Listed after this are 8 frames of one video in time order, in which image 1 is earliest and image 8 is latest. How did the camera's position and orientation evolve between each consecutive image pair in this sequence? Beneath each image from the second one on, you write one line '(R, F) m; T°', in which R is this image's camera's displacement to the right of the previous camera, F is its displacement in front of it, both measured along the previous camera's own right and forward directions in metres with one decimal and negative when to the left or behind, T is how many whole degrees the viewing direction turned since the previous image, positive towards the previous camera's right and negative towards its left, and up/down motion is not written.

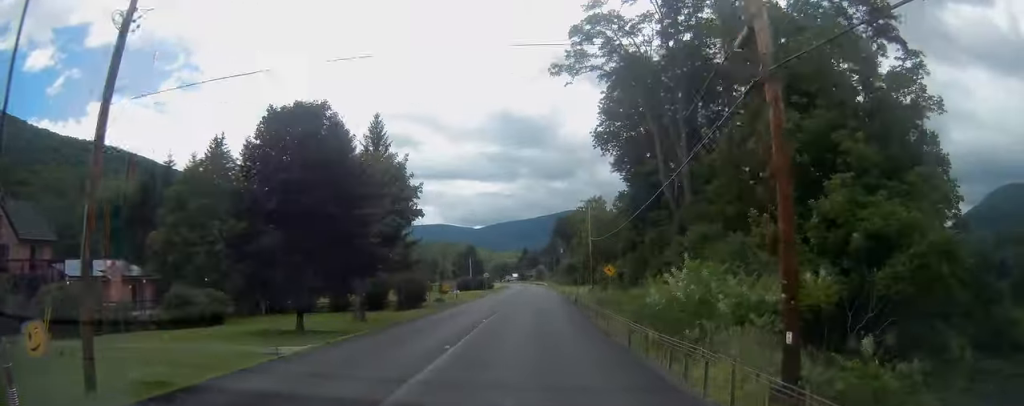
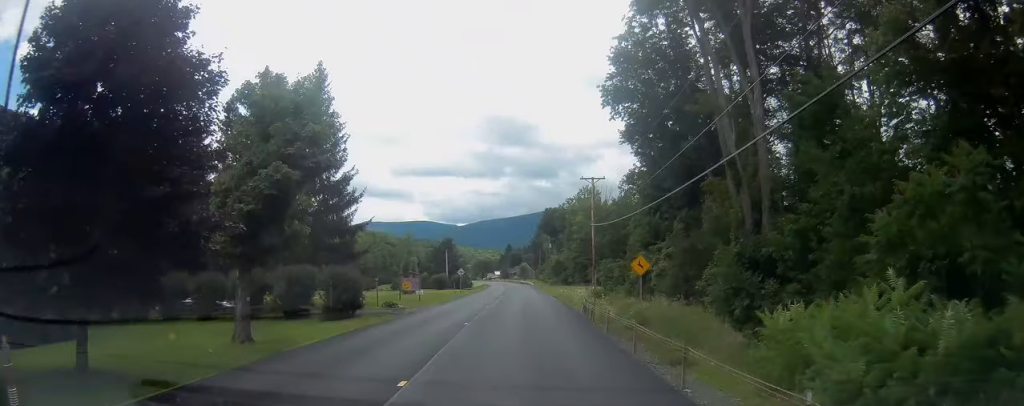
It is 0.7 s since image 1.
(+0.5, +16.1) m; +2°
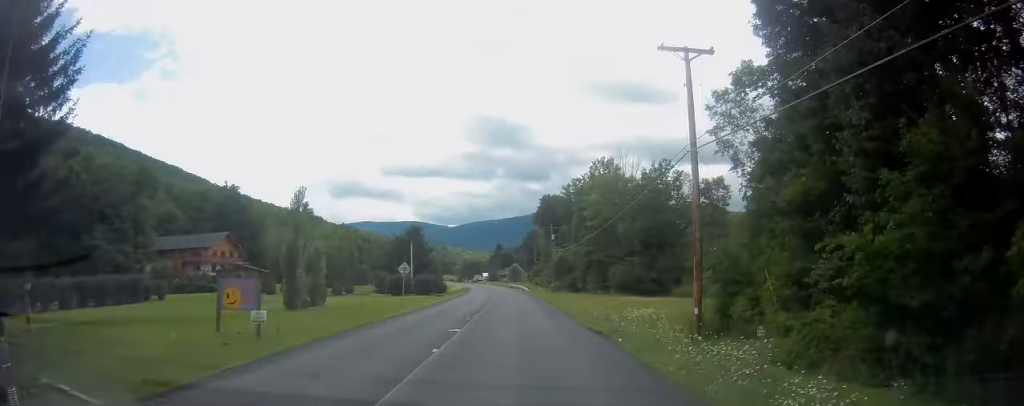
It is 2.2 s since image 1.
(+0.1, +34.1) m; 0°
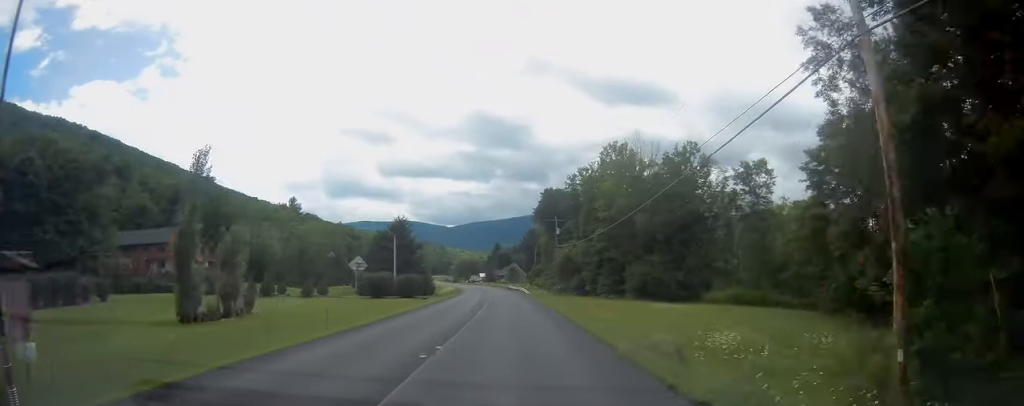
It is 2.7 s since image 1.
(-0.1, +12.5) m; 0°
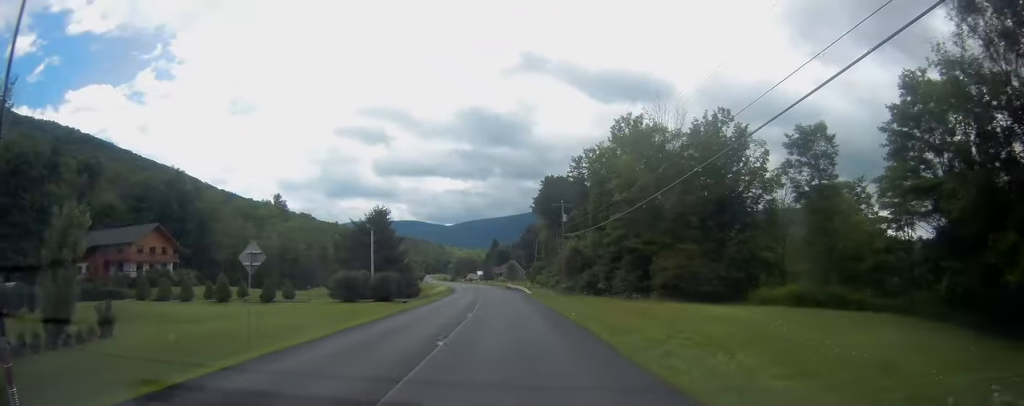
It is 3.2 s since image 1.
(+0.2, +12.6) m; 0°
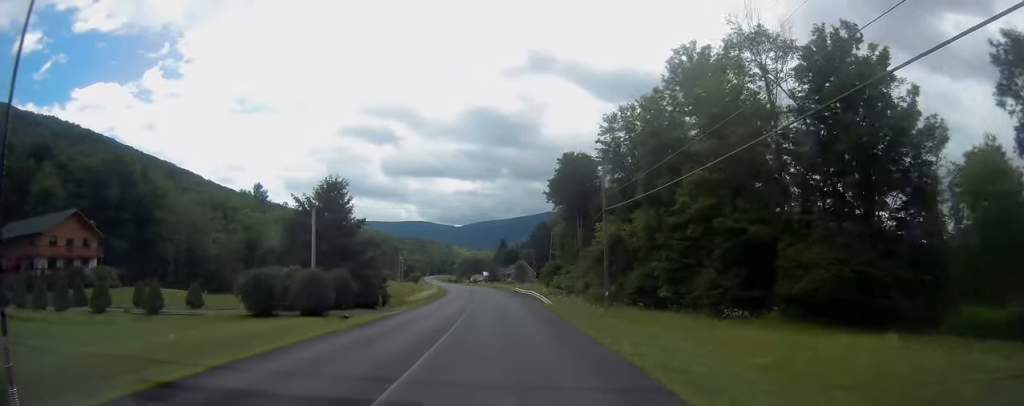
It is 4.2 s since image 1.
(-0.1, +24.1) m; -1°
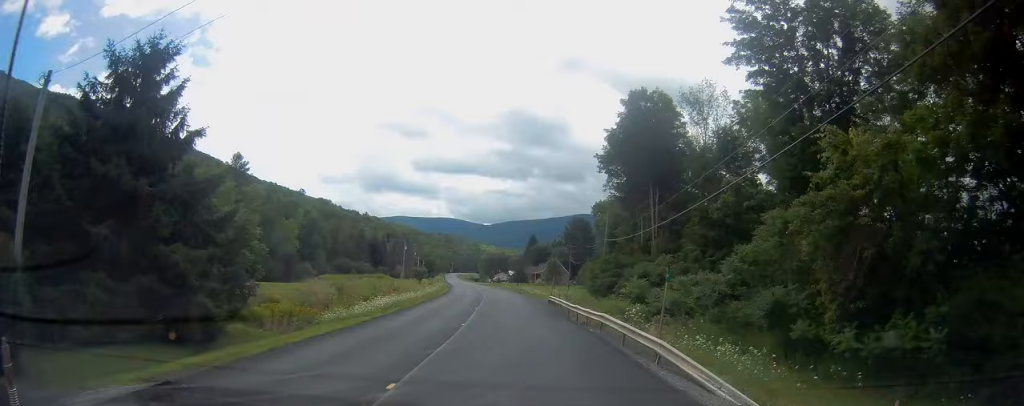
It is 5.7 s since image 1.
(-0.9, +35.0) m; -2°
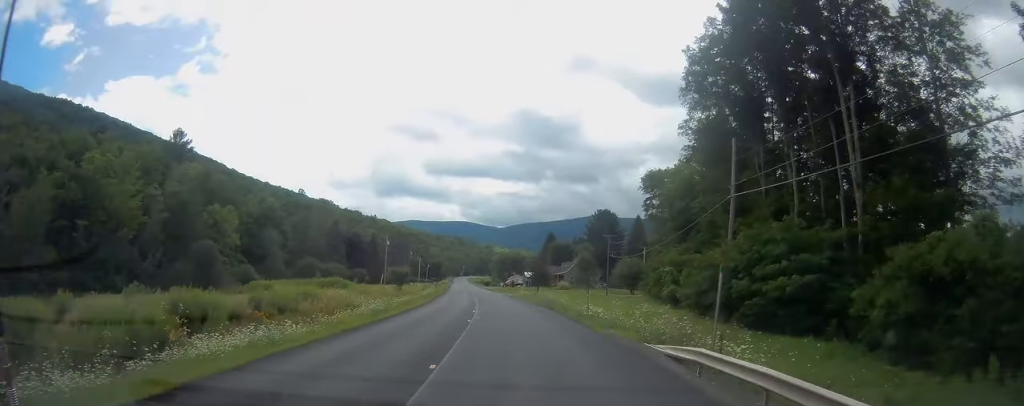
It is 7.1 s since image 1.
(-0.6, +36.4) m; -2°
